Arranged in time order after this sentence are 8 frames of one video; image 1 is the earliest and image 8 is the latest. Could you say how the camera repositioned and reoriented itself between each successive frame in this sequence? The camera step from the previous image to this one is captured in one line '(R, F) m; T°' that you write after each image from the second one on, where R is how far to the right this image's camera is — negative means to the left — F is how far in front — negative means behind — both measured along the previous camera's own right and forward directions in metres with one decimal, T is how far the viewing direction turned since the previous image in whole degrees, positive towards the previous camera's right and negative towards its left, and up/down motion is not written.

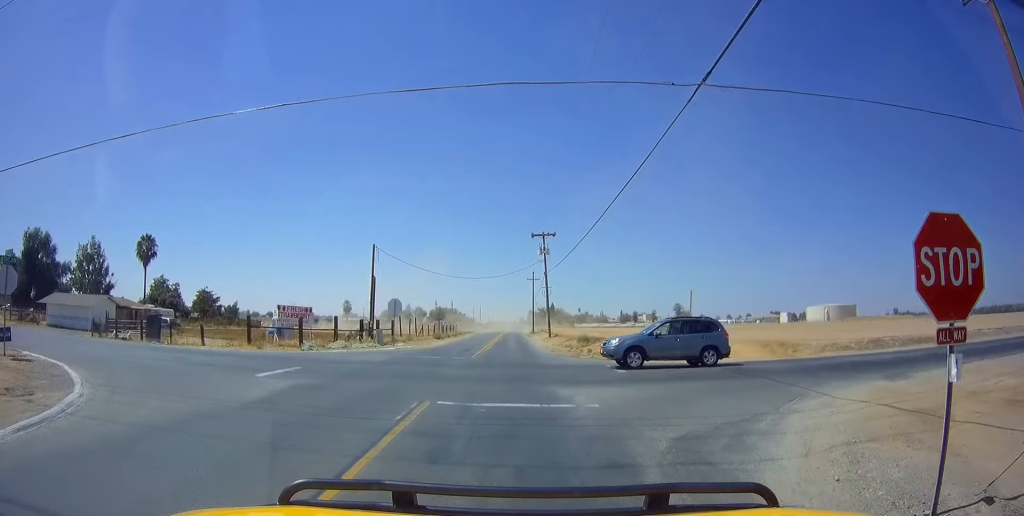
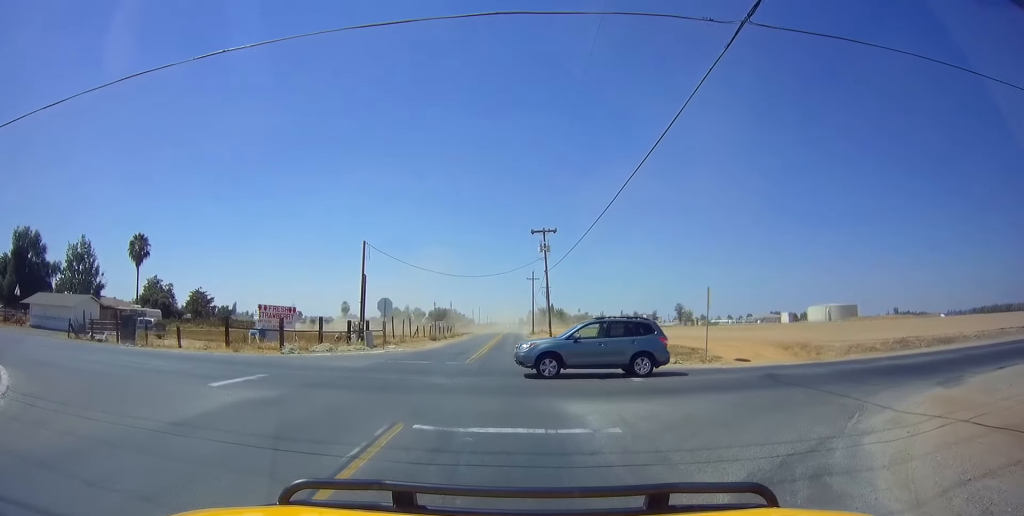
(-0.1, +1.2) m; -9°
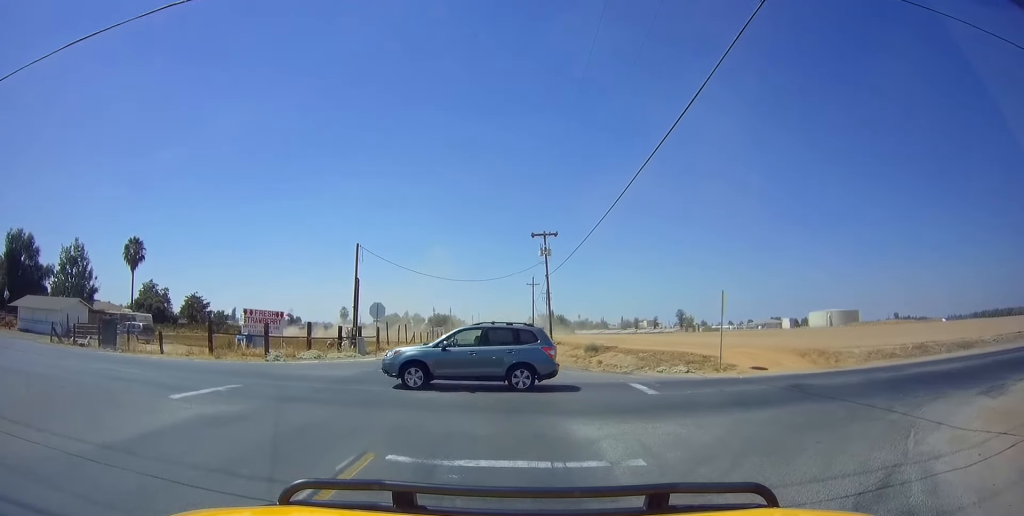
(0.0, +1.0) m; -8°
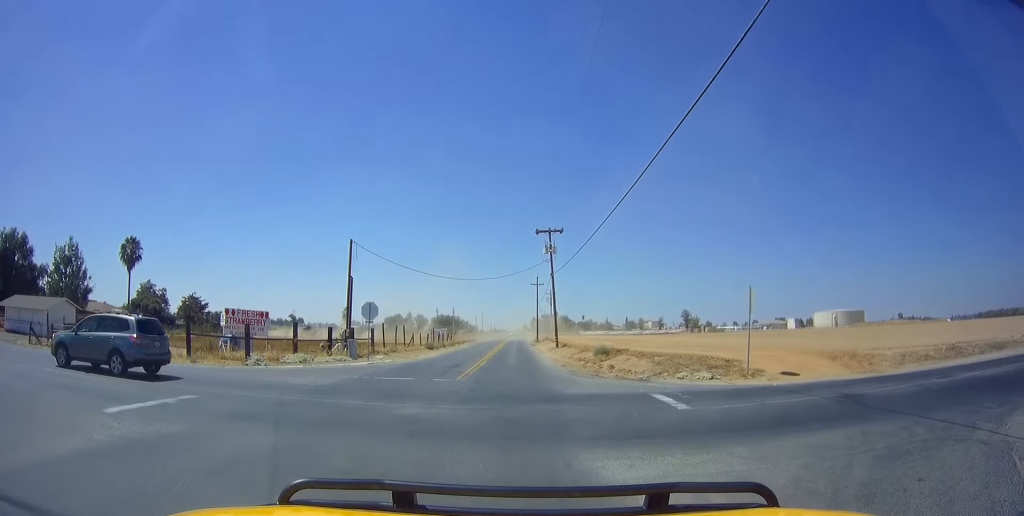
(-0.4, +1.9) m; -13°
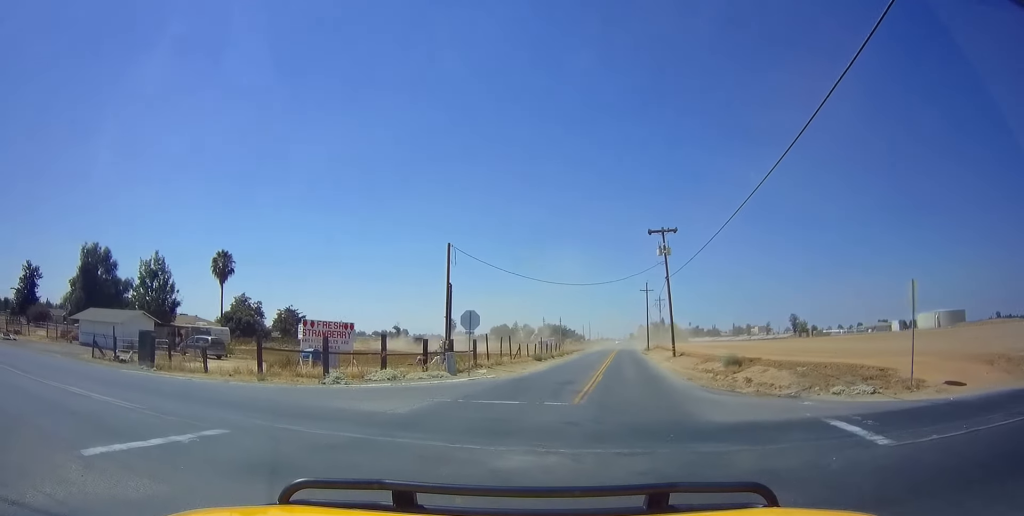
(-0.2, +5.4) m; -11°
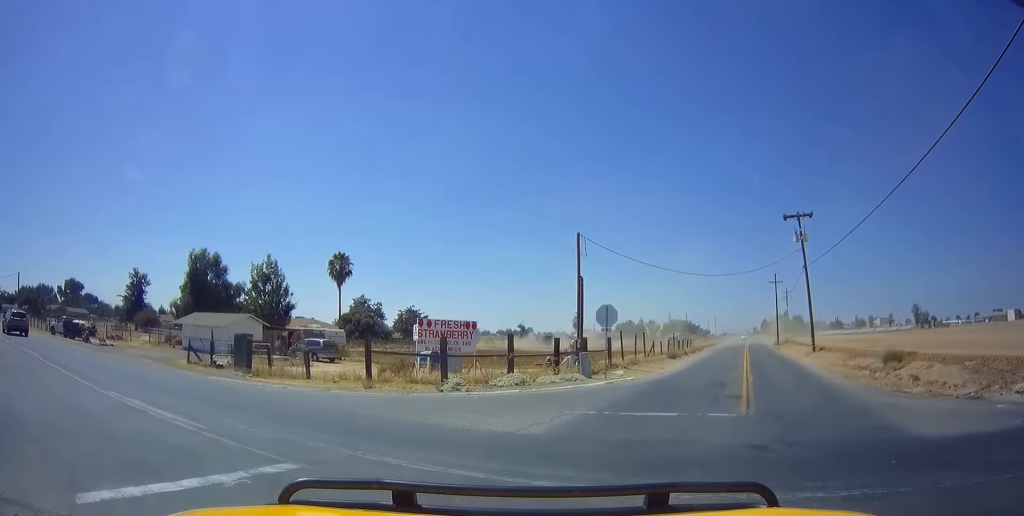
(0.0, +3.5) m; -19°
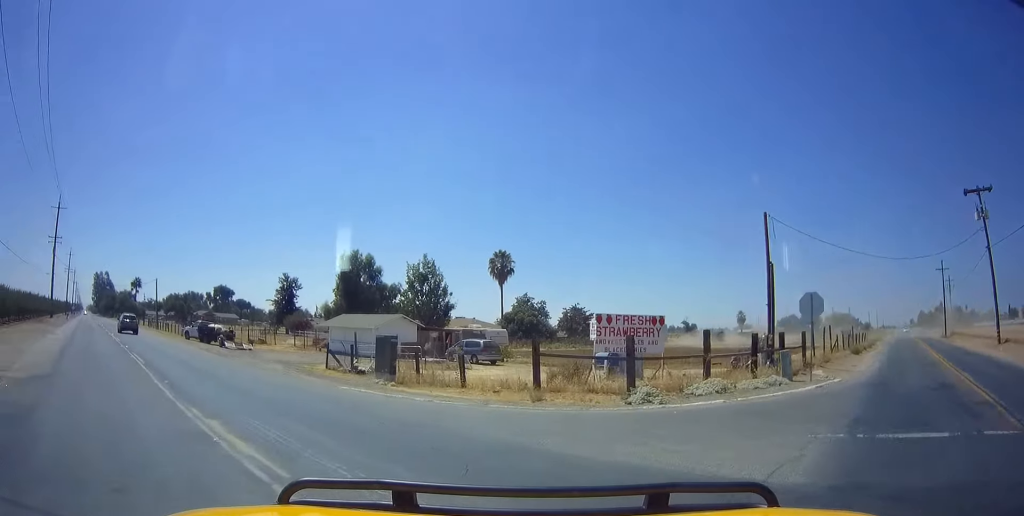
(-1.2, +4.2) m; -15°
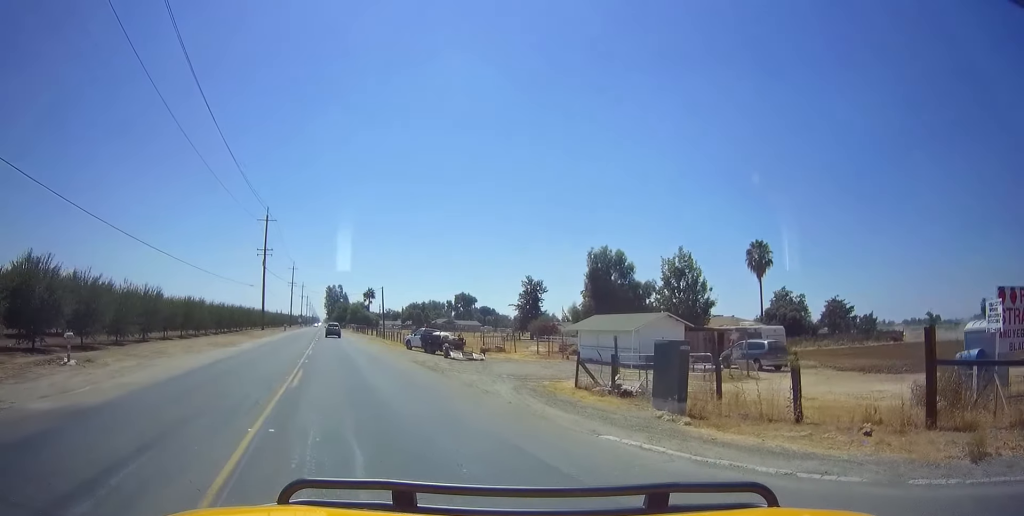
(-1.0, +8.8) m; -13°
